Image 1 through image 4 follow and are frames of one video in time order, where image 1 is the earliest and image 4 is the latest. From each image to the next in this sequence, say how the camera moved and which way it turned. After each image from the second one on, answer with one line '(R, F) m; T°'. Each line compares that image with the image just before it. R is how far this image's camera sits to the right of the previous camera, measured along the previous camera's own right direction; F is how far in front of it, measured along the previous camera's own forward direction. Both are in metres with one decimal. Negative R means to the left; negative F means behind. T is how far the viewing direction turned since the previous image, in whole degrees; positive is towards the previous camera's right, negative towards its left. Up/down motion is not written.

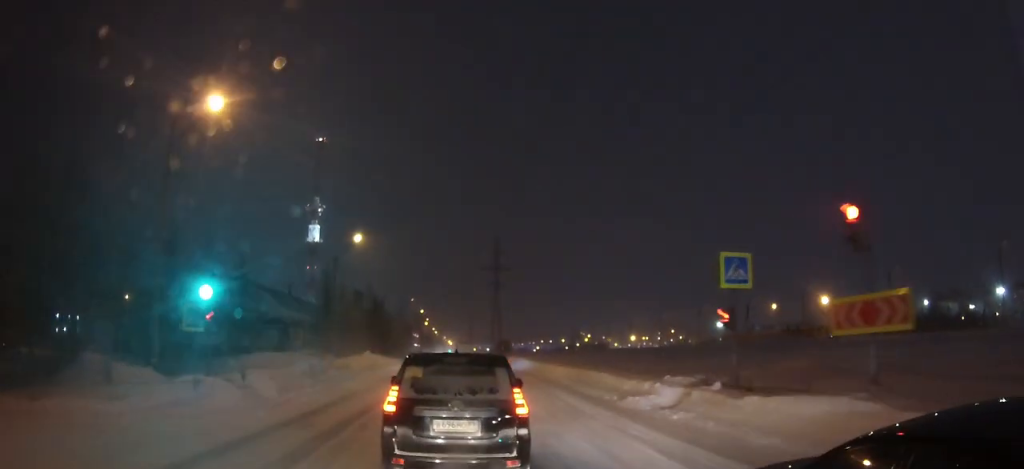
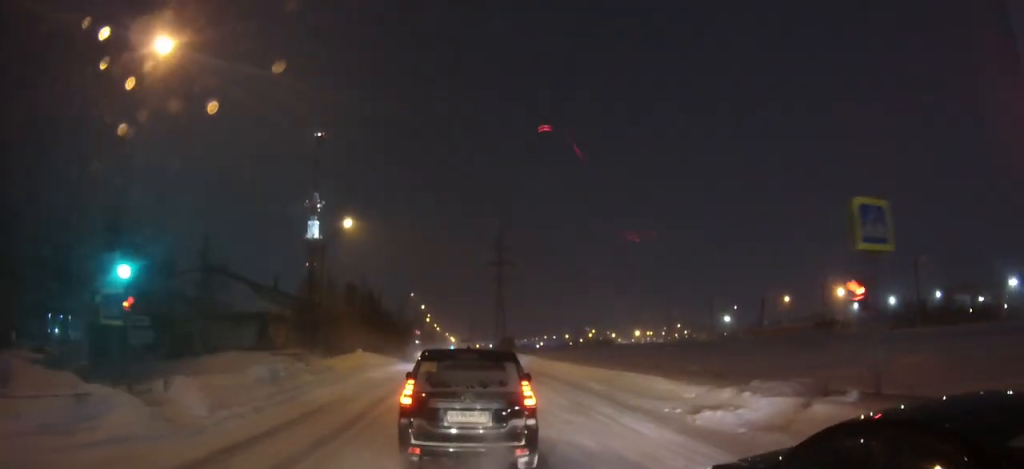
(0.0, +6.5) m; 0°
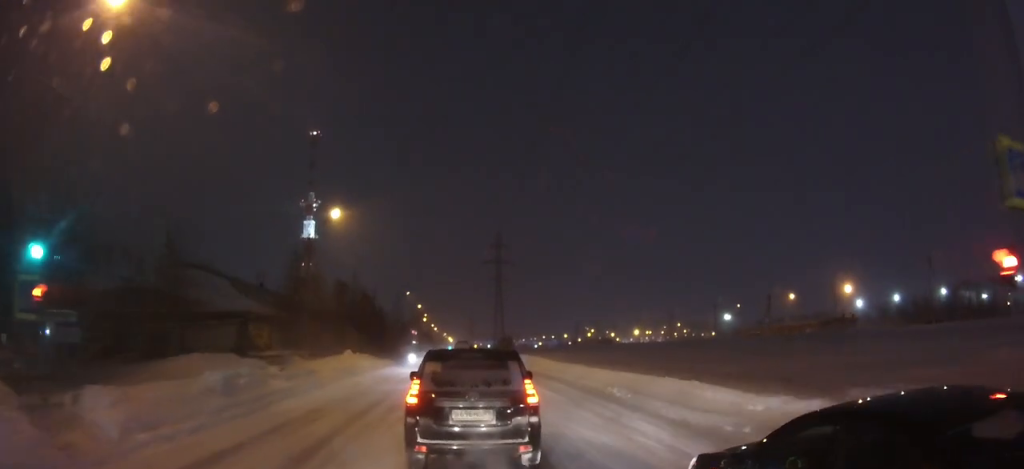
(0.0, +4.2) m; 0°
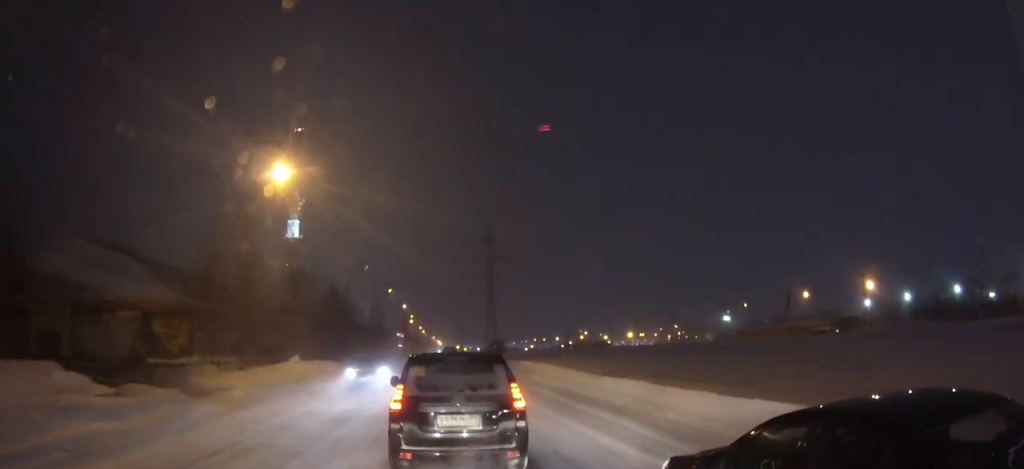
(0.0, +11.8) m; -1°
